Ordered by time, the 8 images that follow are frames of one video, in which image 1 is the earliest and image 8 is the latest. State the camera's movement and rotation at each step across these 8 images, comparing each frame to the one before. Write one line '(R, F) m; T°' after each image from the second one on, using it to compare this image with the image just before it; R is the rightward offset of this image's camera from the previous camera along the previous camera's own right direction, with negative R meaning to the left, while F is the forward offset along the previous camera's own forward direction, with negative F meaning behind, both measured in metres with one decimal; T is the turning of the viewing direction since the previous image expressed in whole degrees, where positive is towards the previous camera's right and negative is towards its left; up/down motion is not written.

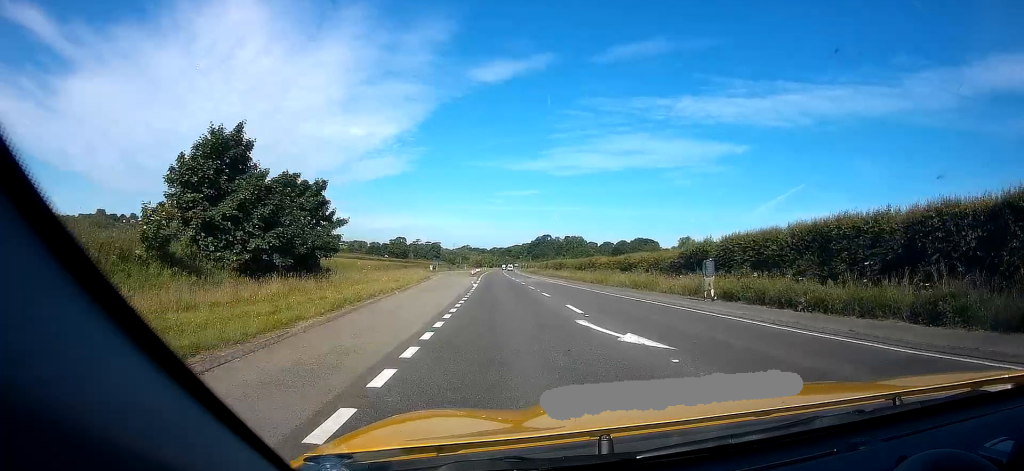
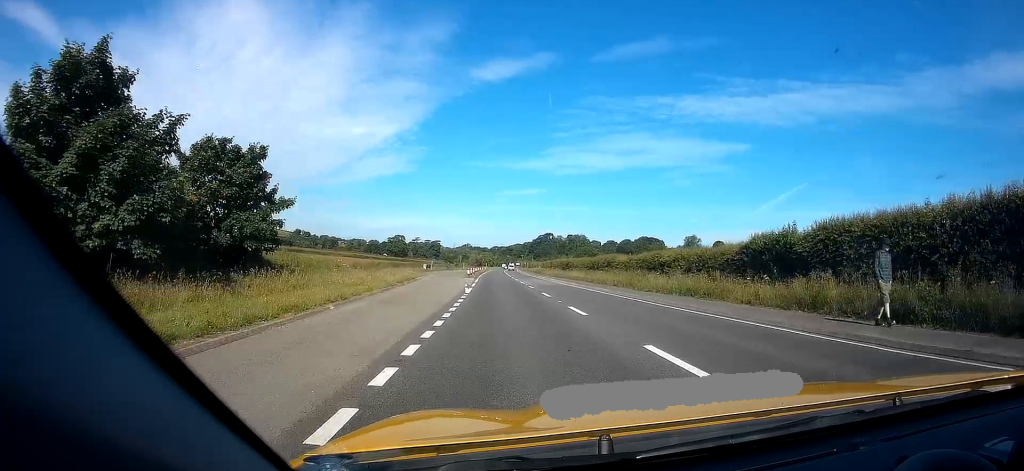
(-0.3, +10.3) m; -1°
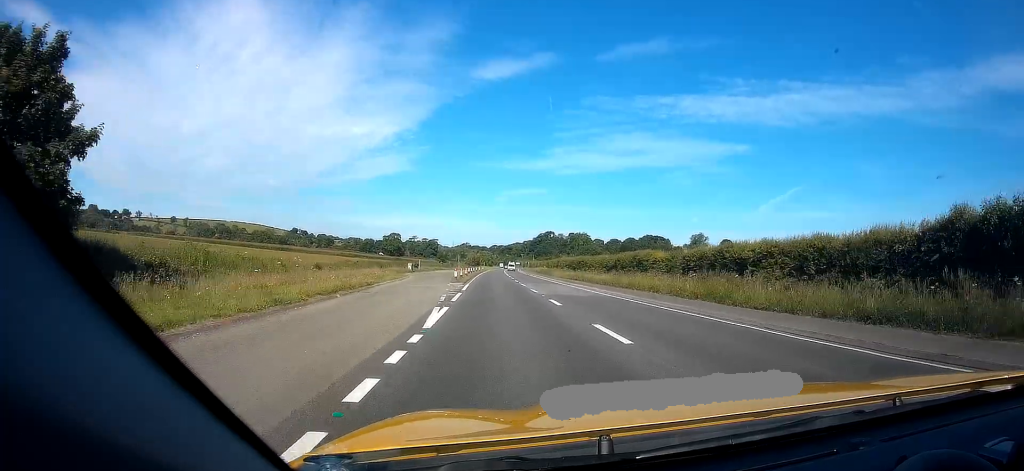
(-0.2, +15.0) m; 0°
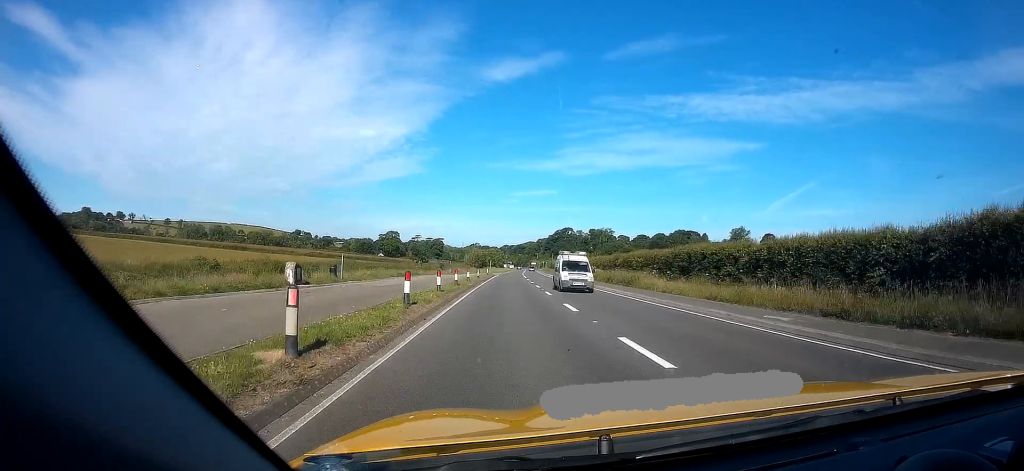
(-0.1, +48.7) m; 0°
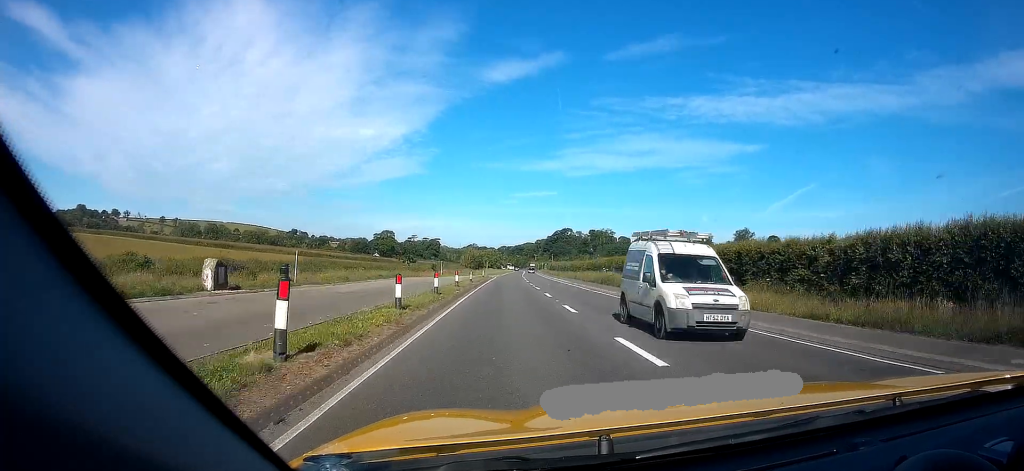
(-0.2, +8.8) m; 0°
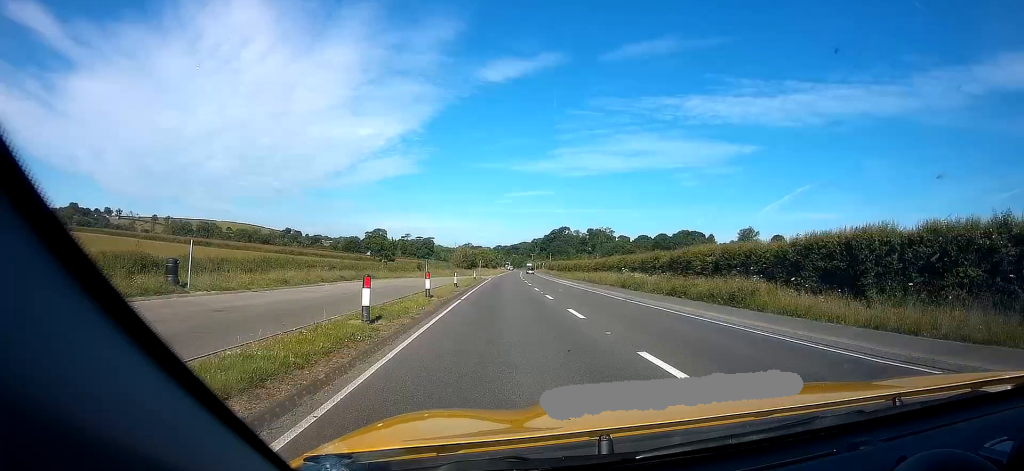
(+0.5, +11.0) m; +1°
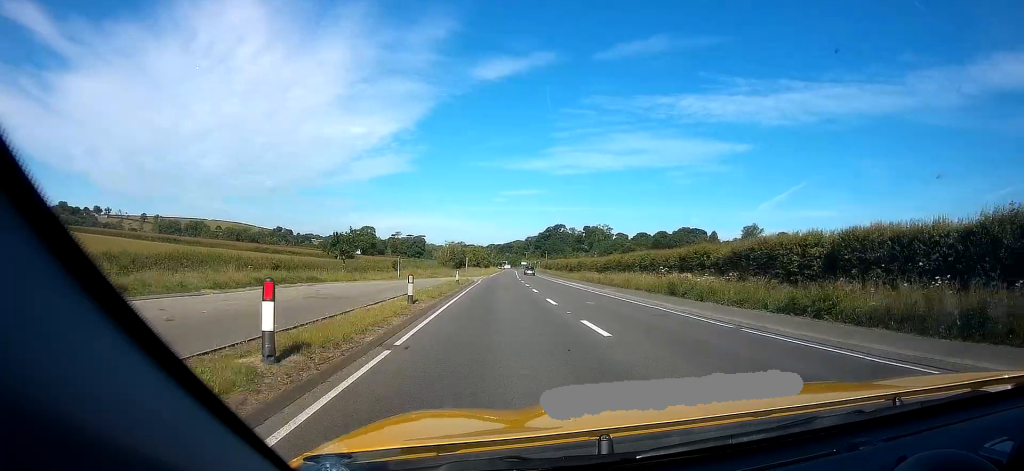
(+0.1, +13.1) m; 0°
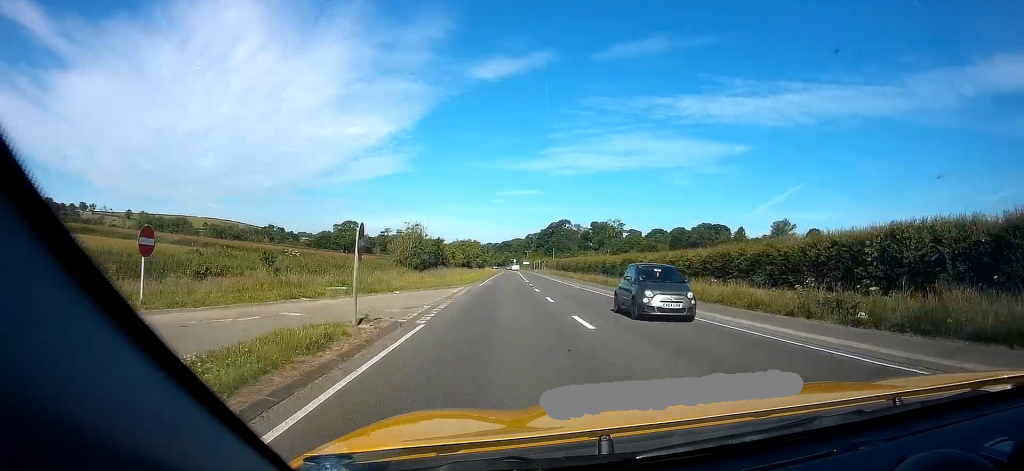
(0.0, +34.6) m; +1°
